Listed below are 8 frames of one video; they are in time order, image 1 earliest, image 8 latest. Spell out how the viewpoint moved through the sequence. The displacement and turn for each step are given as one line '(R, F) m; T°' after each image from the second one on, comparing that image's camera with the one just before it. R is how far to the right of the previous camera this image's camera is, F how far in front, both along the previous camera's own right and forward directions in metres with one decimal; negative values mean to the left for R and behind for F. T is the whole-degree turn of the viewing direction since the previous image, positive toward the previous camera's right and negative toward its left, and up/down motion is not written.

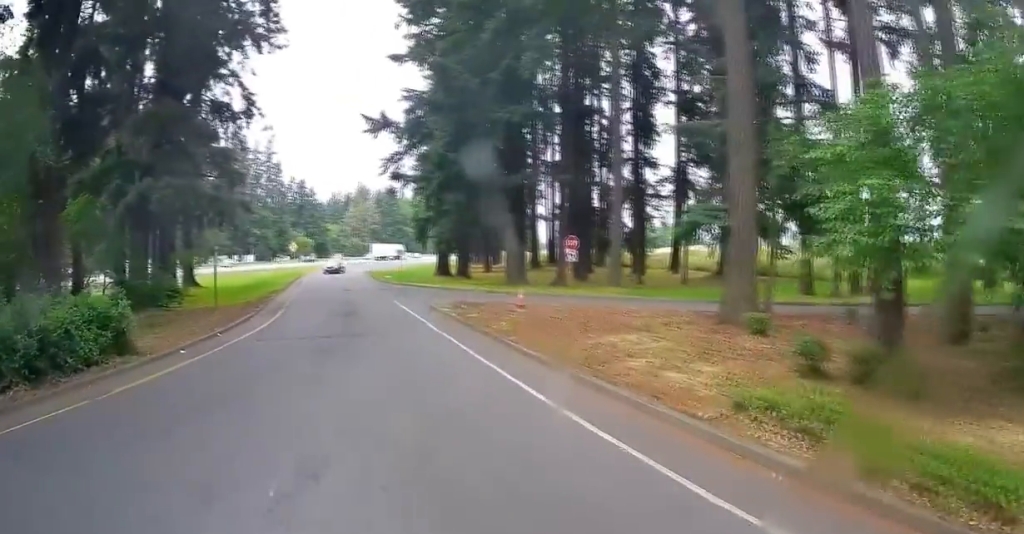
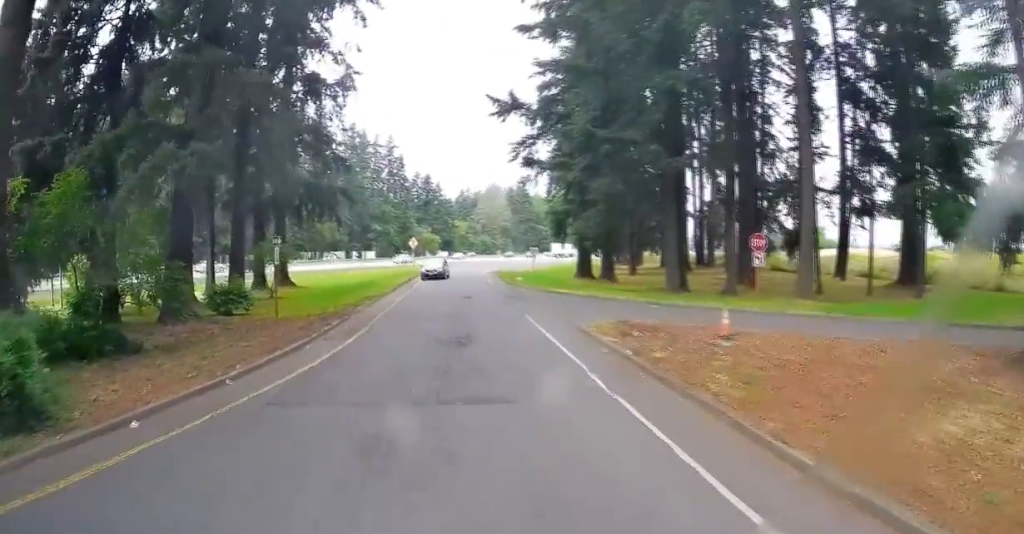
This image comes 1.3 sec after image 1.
(-0.2, +6.0) m; -12°
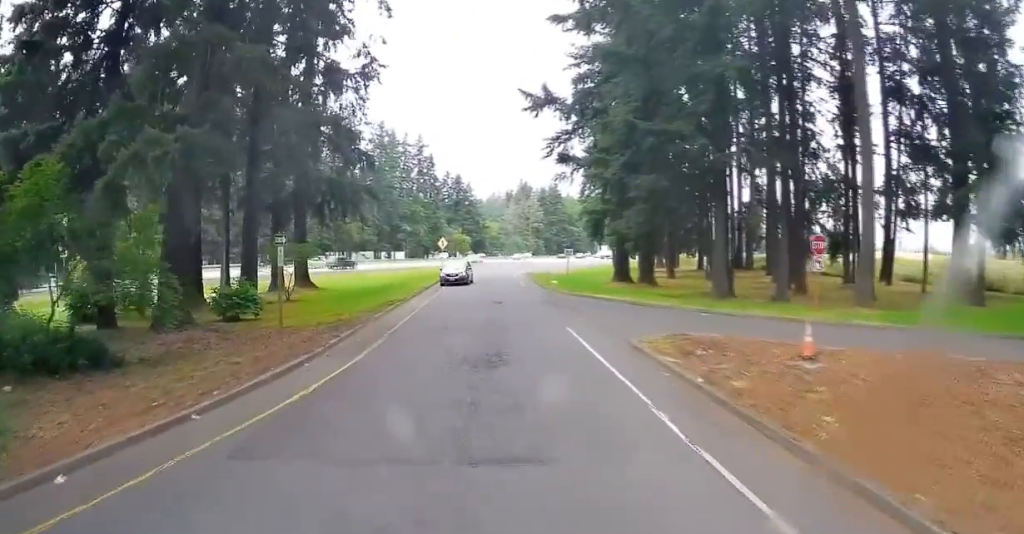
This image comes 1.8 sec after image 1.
(-0.3, +2.3) m; -9°
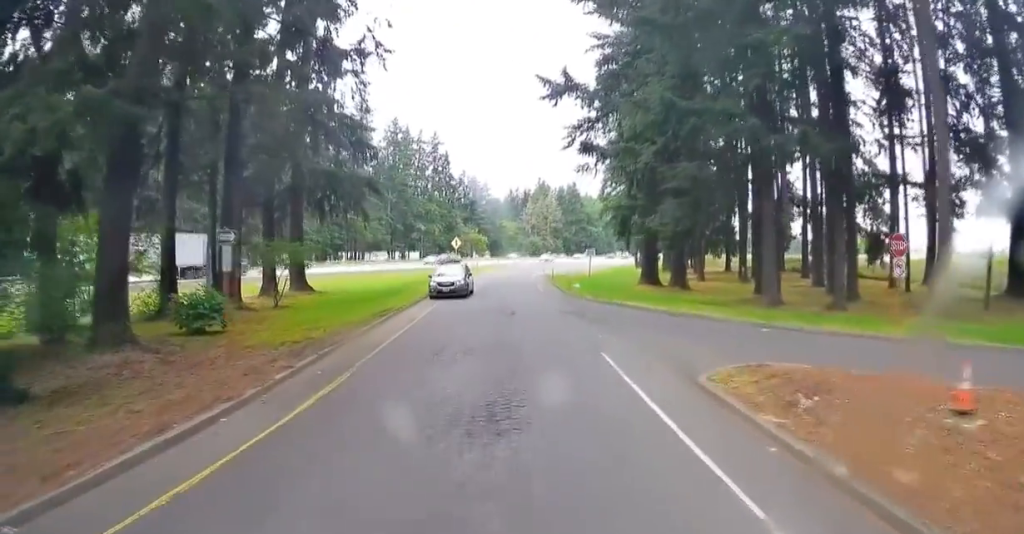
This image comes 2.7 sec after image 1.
(-0.6, +4.1) m; -4°
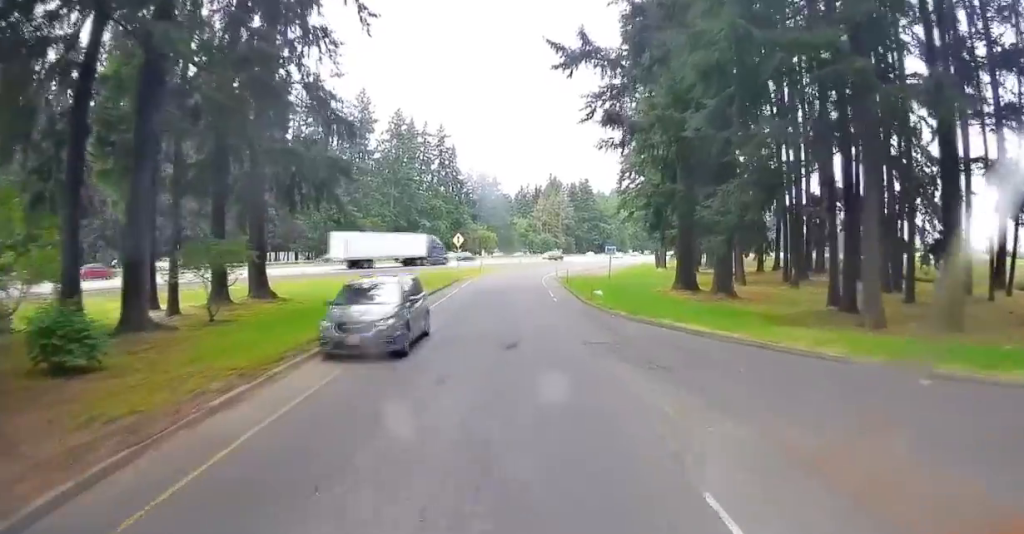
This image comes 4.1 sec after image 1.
(+0.7, +6.4) m; +10°
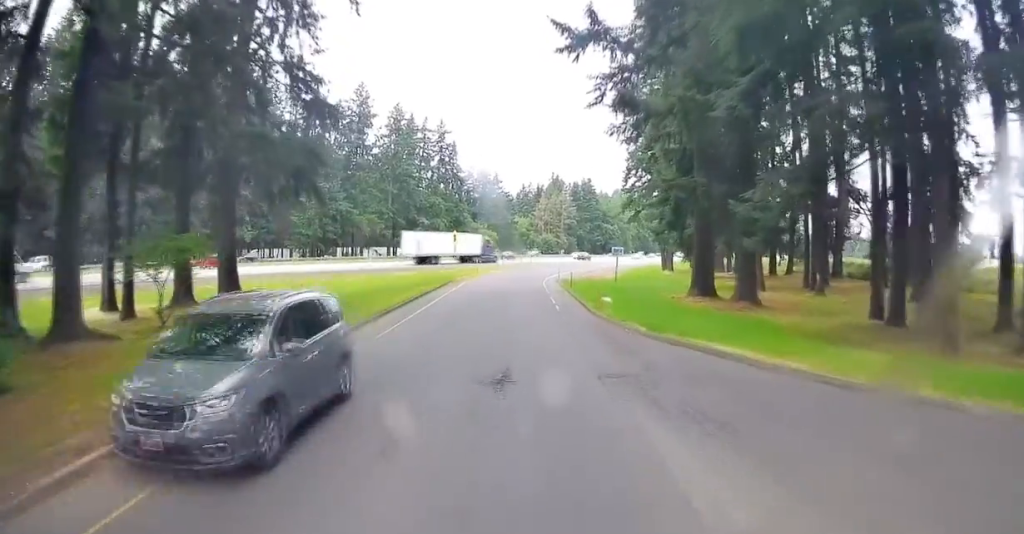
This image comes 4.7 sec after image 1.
(-0.1, +2.5) m; -5°
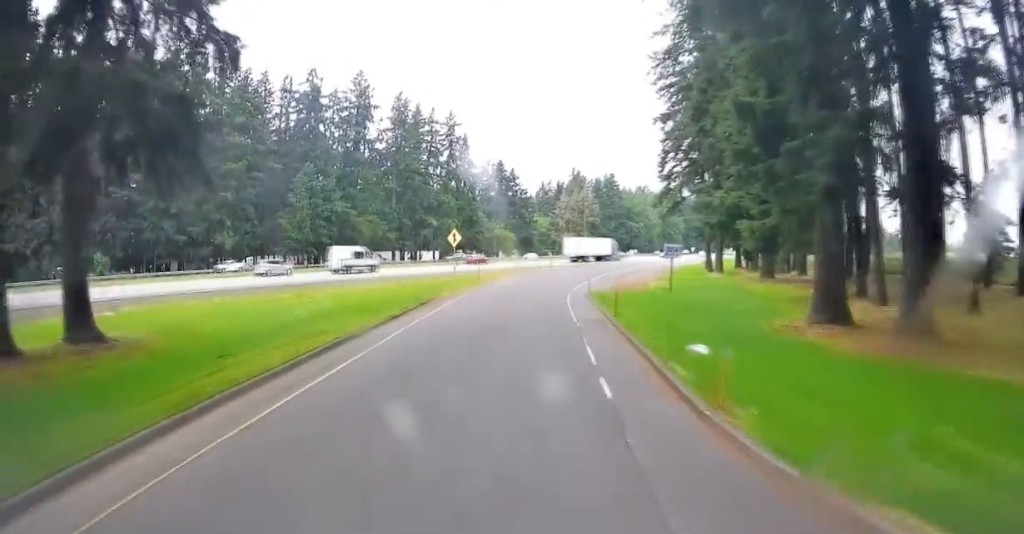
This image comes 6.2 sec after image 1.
(-1.2, +8.1) m; -10°
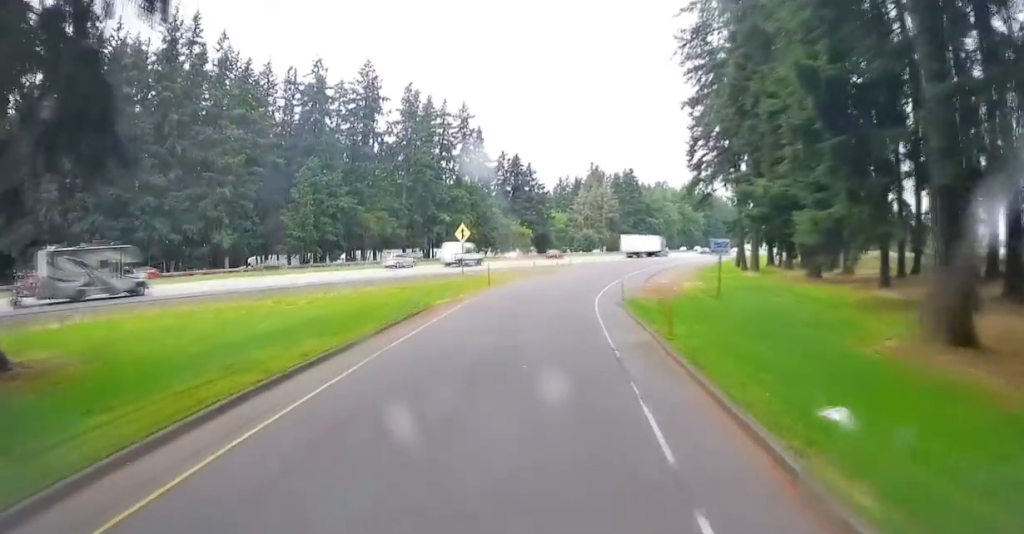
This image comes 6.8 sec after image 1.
(+0.2, +4.0) m; +3°
